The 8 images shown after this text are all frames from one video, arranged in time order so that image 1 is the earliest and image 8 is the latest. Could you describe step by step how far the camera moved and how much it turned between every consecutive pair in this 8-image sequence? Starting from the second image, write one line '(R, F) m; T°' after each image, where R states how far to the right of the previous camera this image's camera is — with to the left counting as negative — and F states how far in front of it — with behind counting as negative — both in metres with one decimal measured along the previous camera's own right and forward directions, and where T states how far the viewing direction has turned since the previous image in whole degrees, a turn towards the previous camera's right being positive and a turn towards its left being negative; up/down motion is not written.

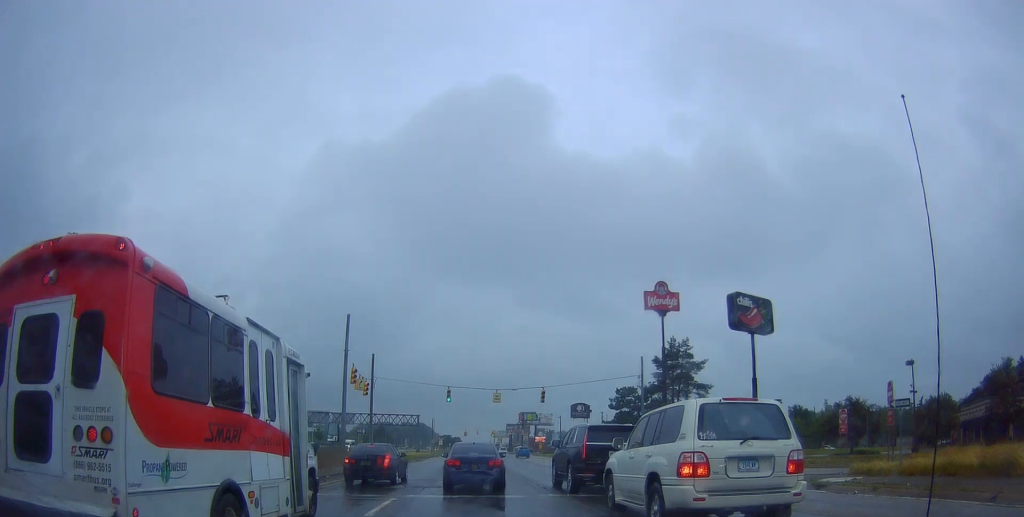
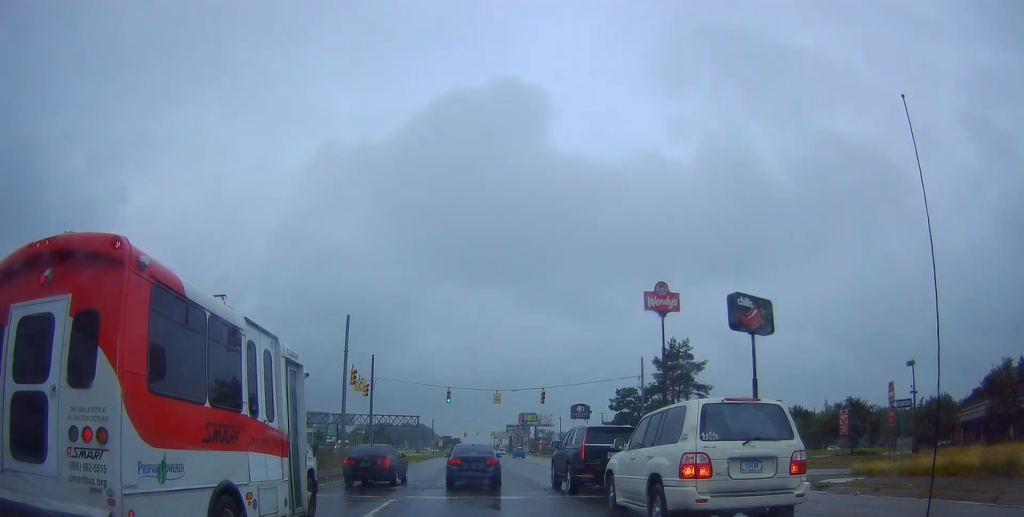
(0.0, 0.0) m; 0°
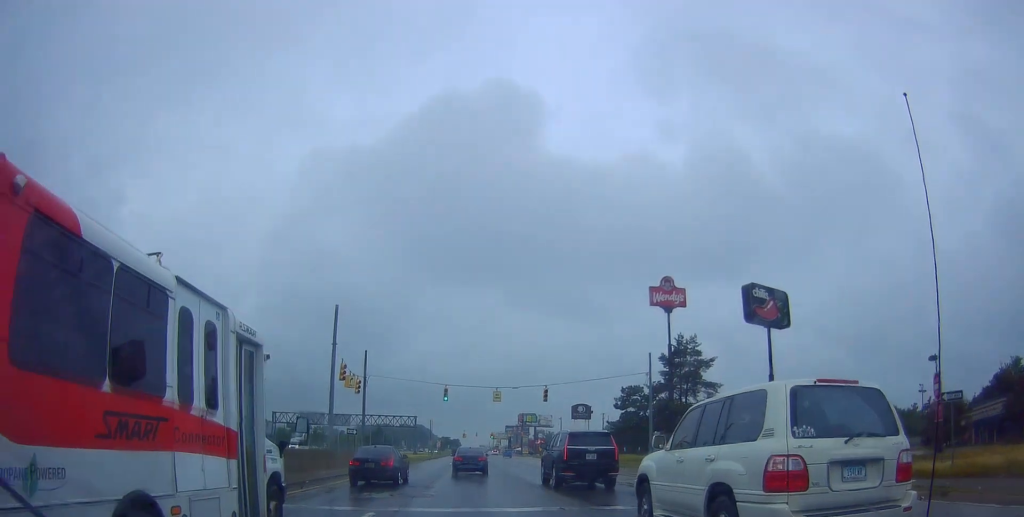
(0.0, +0.5) m; 0°
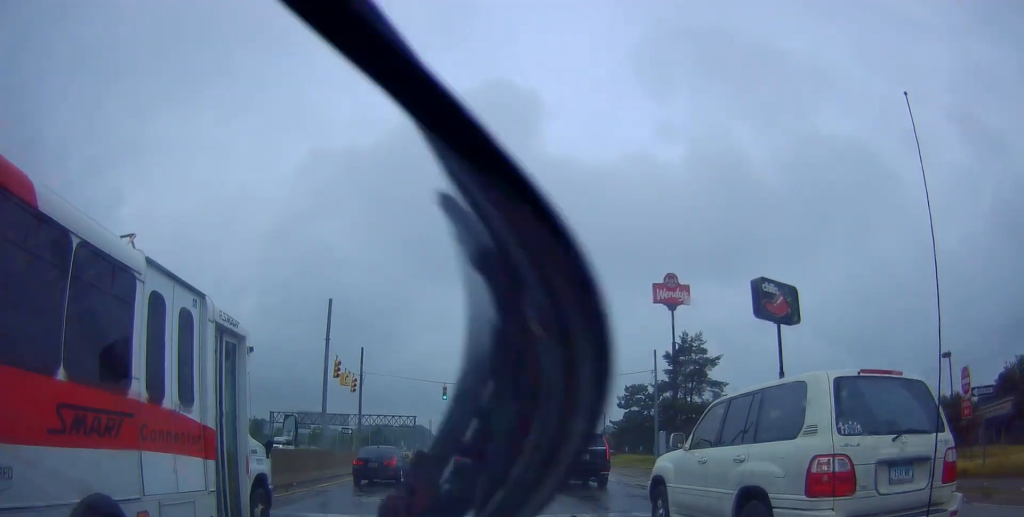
(0.0, +0.5) m; 0°
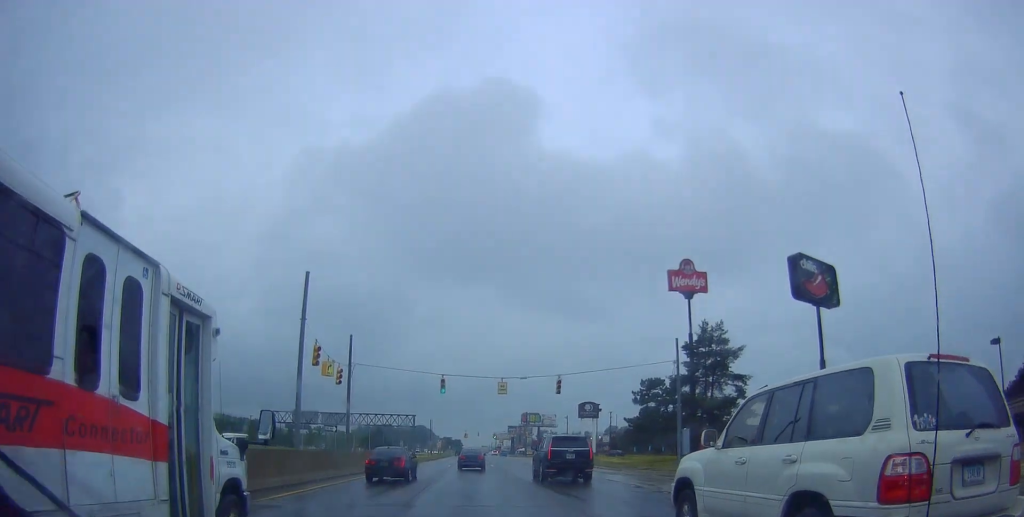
(0.0, +2.4) m; 0°
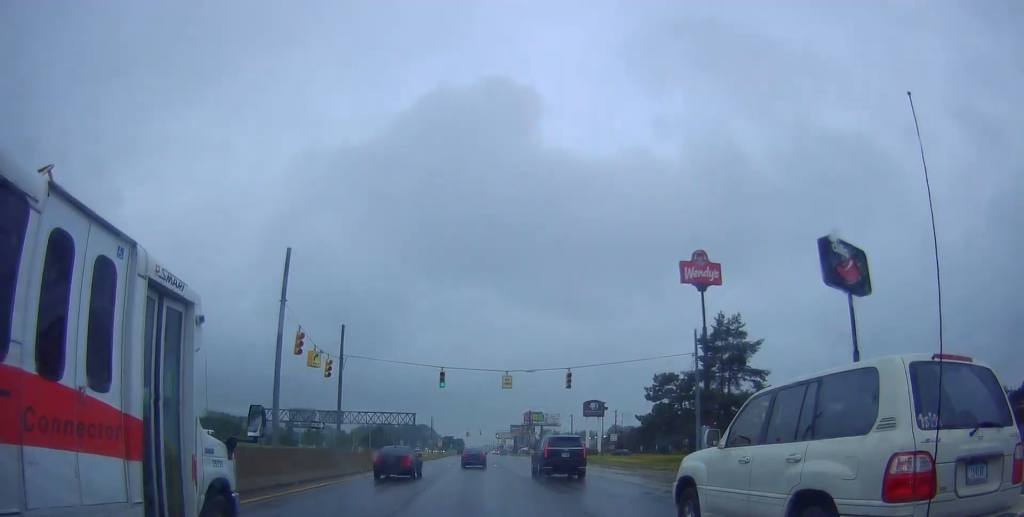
(0.0, +2.3) m; 0°
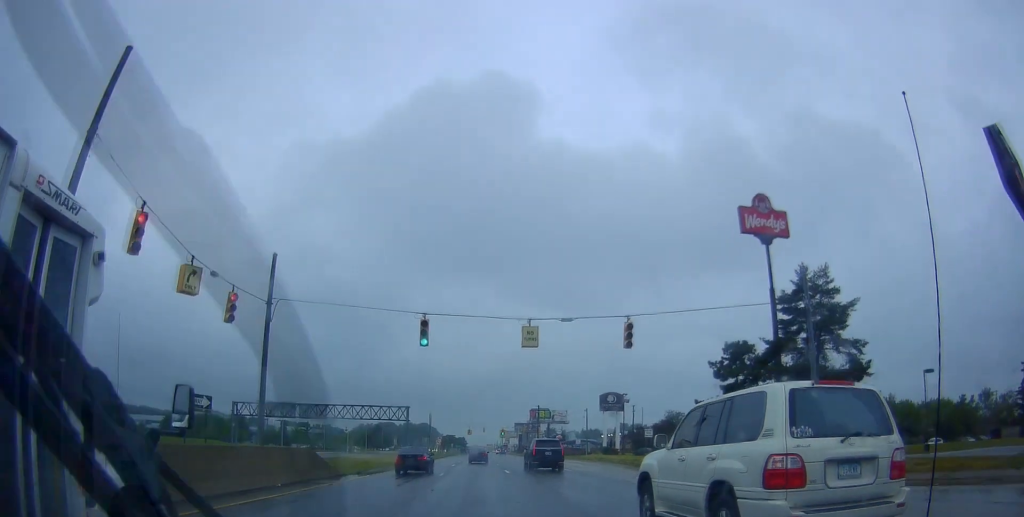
(0.0, +11.3) m; -2°
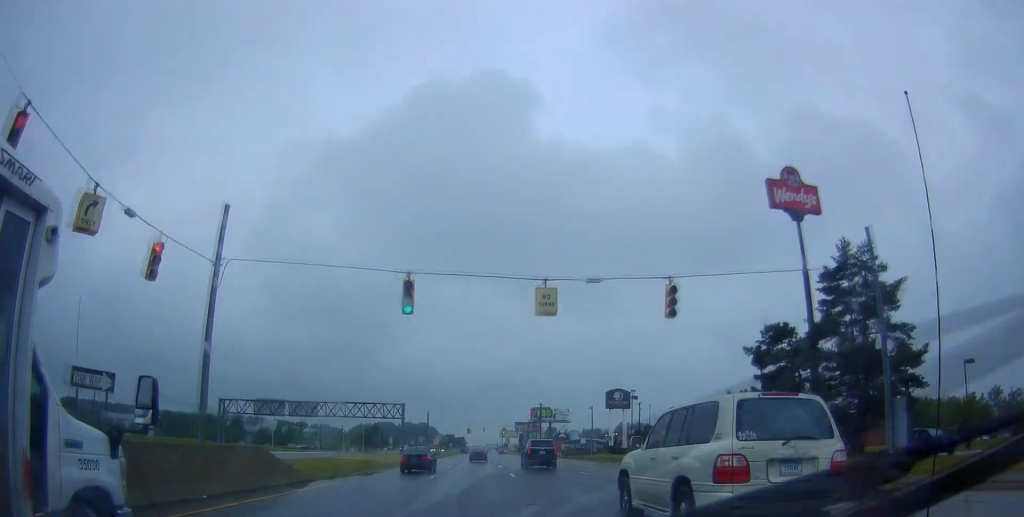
(+0.1, +4.5) m; -2°
